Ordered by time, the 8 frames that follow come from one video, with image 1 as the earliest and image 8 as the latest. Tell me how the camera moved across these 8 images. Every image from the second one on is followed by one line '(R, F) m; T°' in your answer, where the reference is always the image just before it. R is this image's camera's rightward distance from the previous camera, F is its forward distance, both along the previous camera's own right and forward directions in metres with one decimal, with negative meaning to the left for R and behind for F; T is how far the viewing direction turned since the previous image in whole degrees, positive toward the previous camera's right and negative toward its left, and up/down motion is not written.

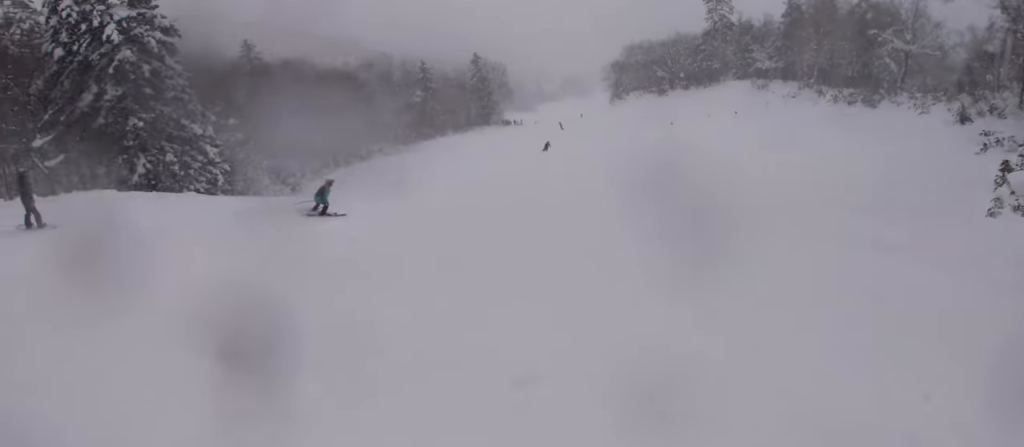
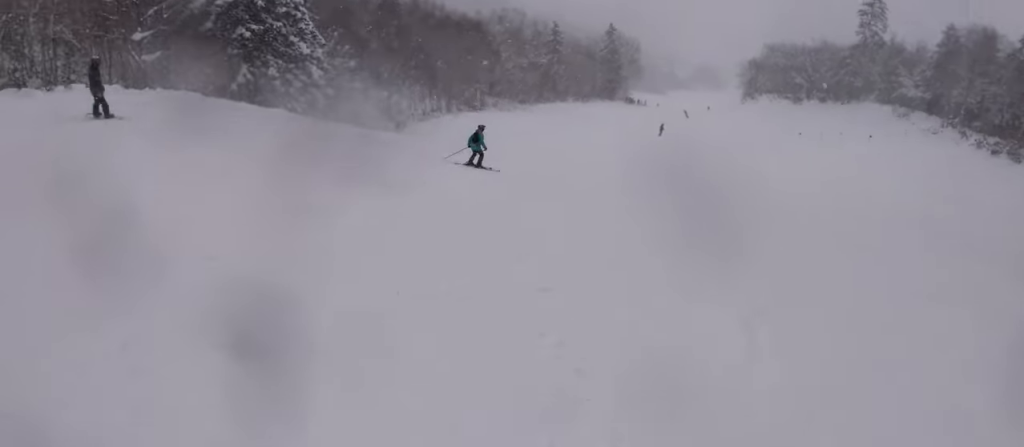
(-0.4, +1.8) m; -10°
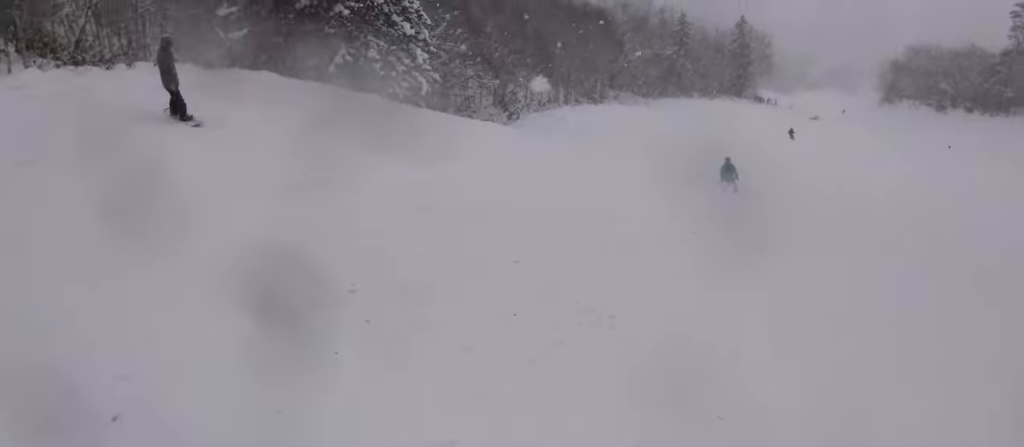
(-0.6, +3.7) m; -8°
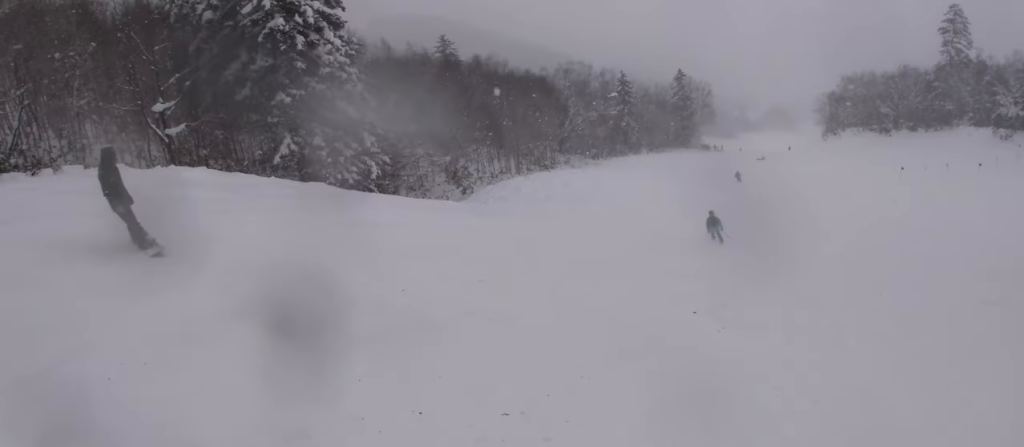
(-0.2, +1.7) m; 0°
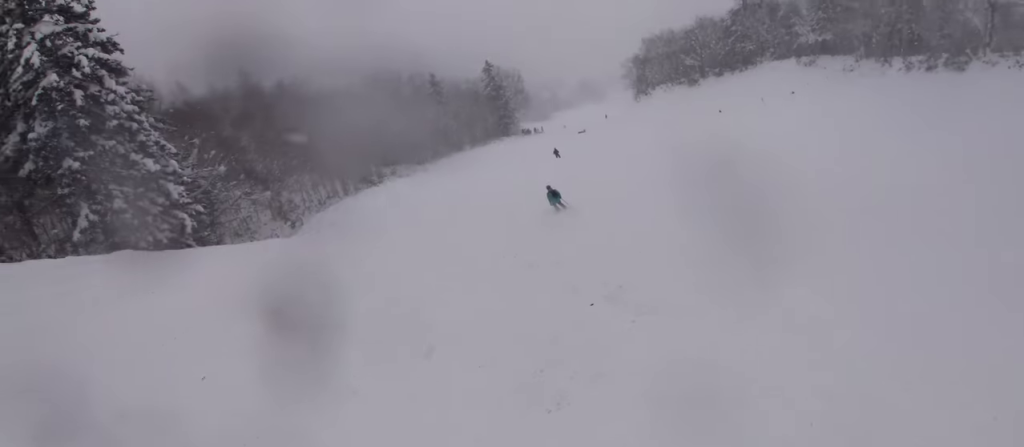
(+0.1, +1.8) m; +15°
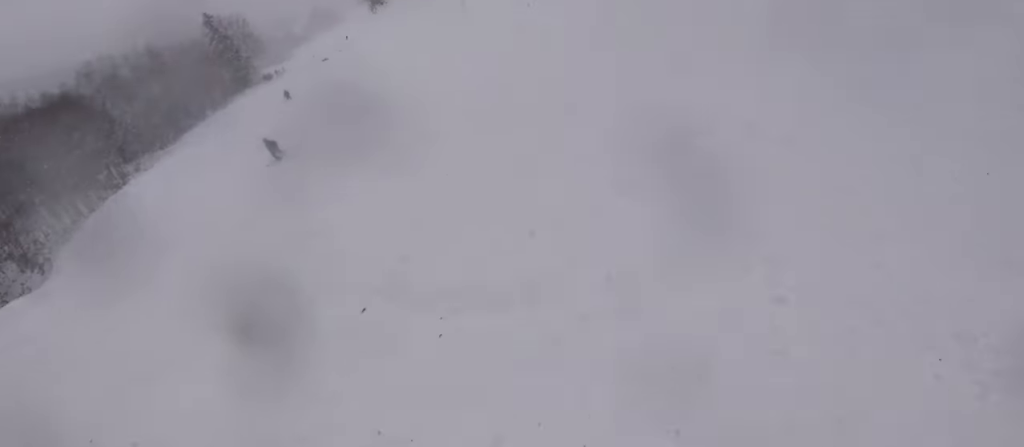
(-0.4, +2.5) m; +23°
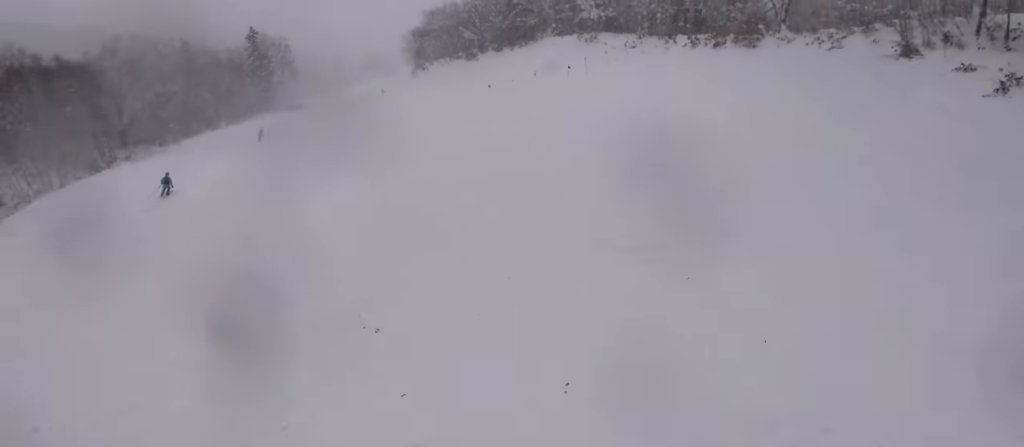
(+1.7, +5.4) m; -11°
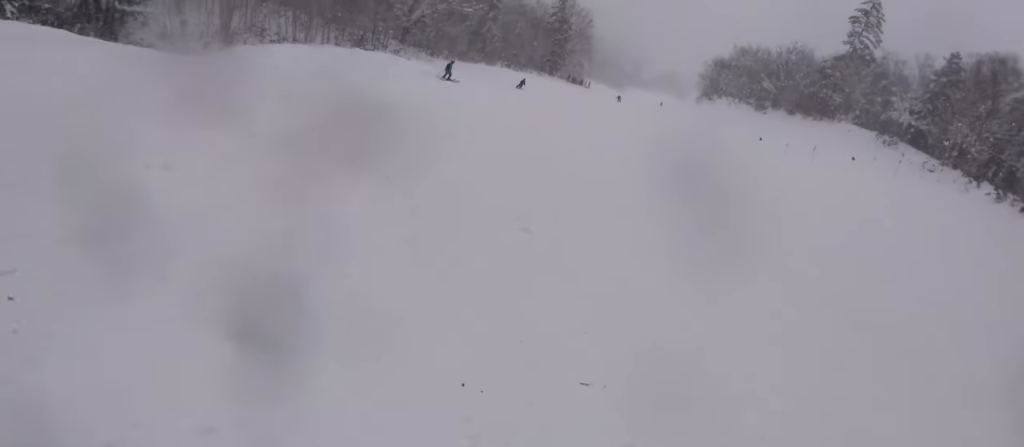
(-1.8, +3.8) m; -33°
